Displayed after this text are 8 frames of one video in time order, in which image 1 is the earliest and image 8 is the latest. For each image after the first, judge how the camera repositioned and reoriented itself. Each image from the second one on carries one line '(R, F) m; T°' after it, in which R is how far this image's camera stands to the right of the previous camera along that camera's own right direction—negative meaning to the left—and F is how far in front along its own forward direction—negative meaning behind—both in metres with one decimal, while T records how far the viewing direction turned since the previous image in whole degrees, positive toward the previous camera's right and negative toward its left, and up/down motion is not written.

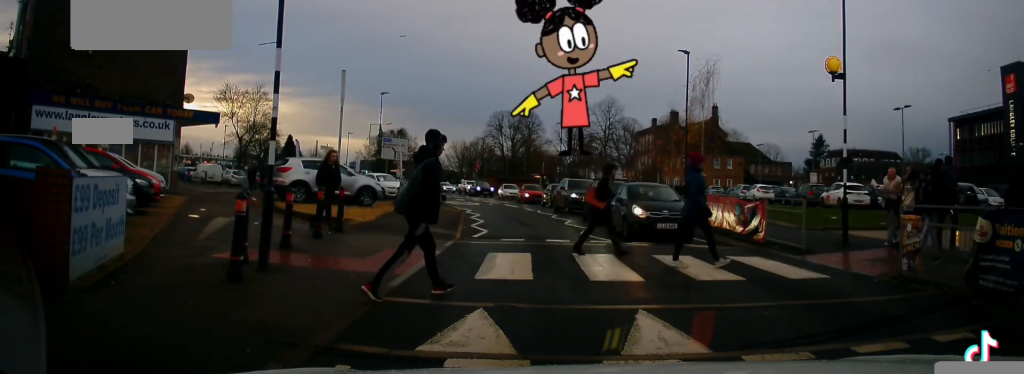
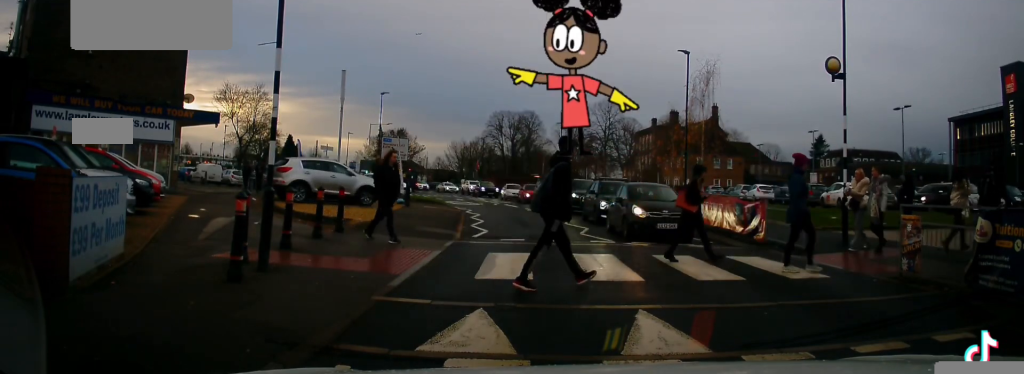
(0.0, 0.0) m; 0°
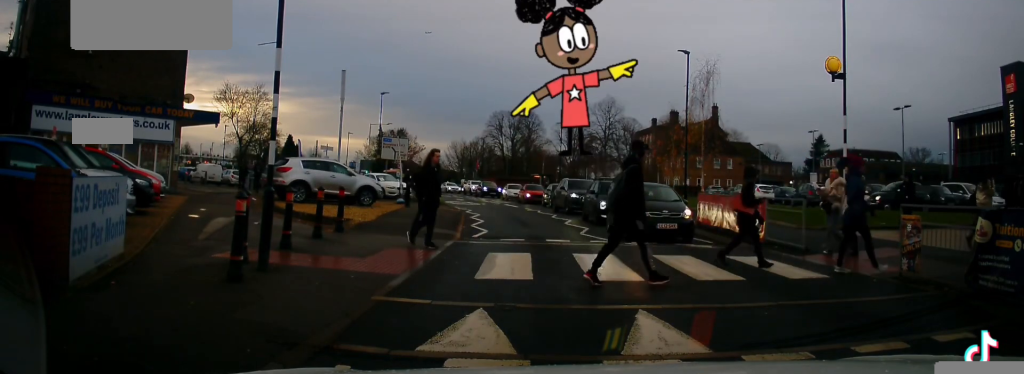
(0.0, 0.0) m; 0°
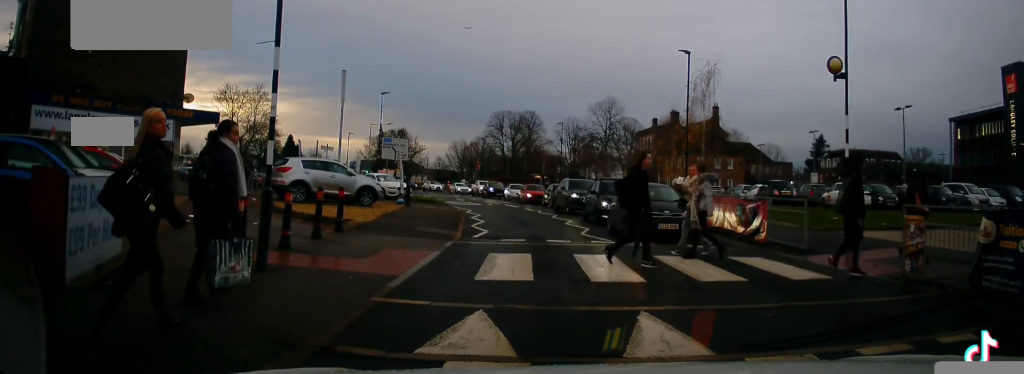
(0.0, 0.0) m; 0°
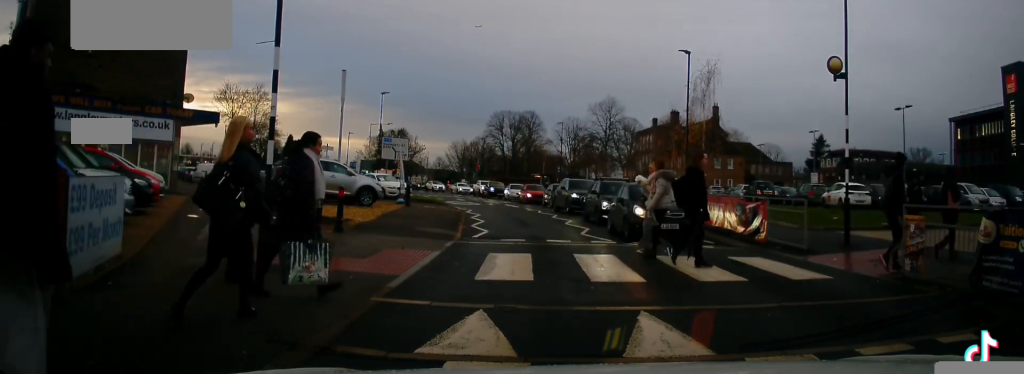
(0.0, 0.0) m; 0°
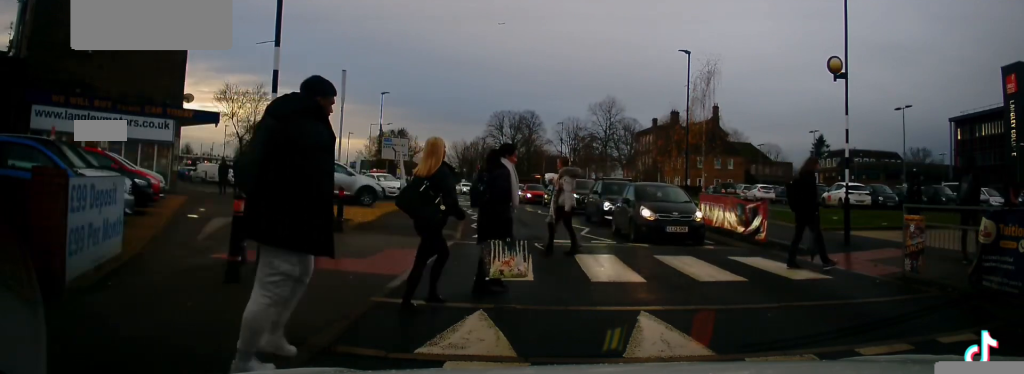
(0.0, 0.0) m; 0°
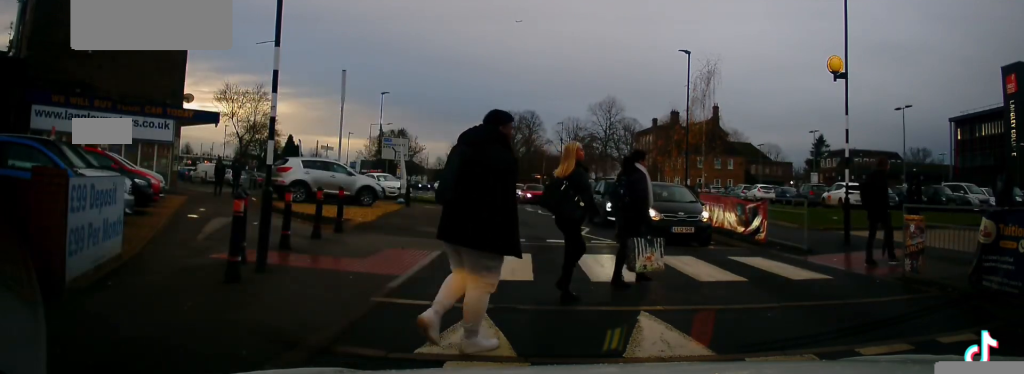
(0.0, 0.0) m; 0°
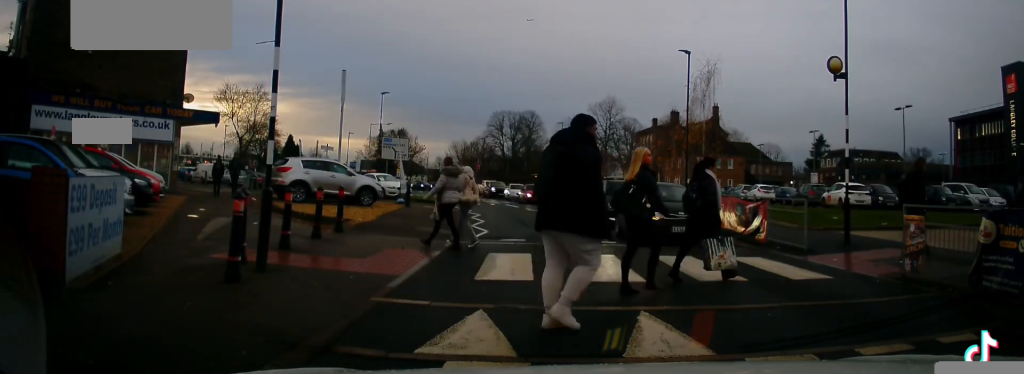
(0.0, 0.0) m; 0°
